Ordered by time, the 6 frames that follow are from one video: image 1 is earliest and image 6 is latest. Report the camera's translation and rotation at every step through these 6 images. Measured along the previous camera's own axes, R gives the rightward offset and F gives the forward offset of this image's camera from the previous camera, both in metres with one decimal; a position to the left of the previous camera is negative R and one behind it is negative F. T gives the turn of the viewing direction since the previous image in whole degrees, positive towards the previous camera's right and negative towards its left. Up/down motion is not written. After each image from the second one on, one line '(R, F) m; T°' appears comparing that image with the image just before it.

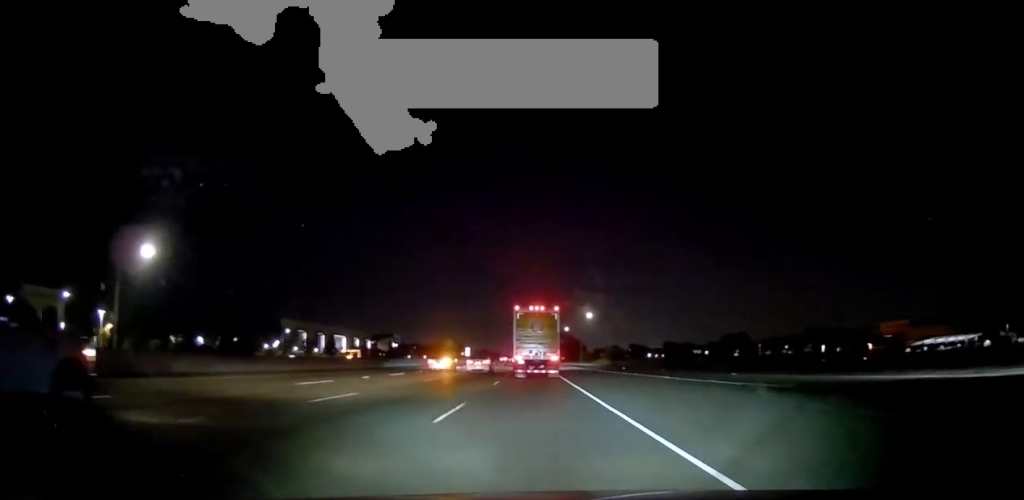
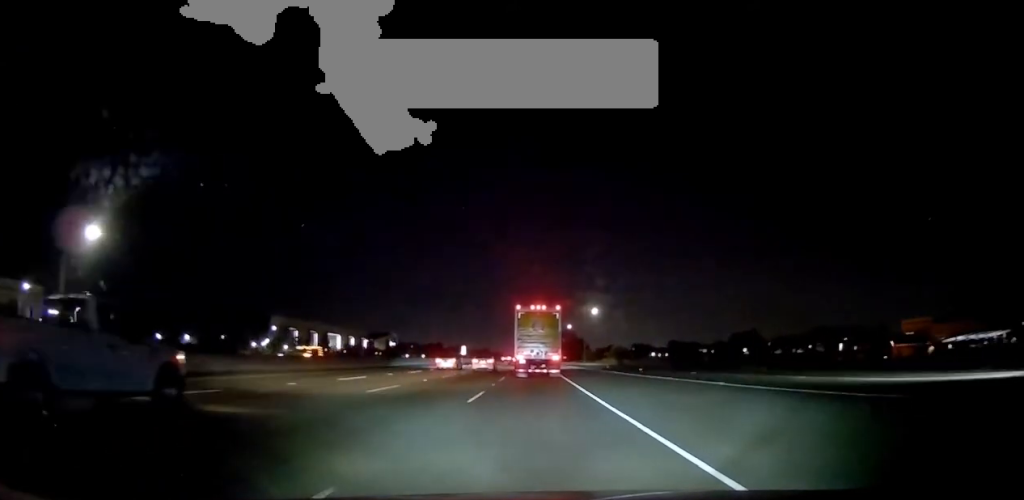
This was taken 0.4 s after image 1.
(-0.1, +9.8) m; 0°
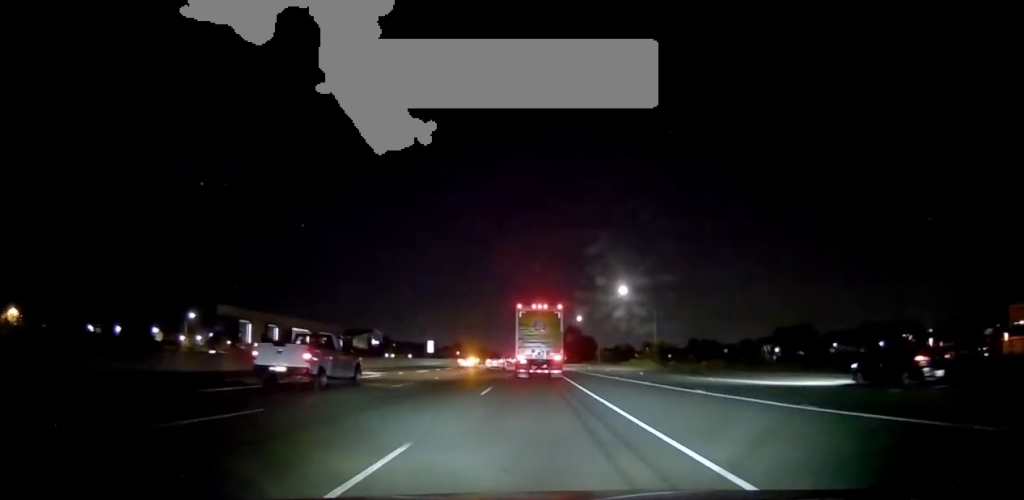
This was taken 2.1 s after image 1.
(-0.4, +40.6) m; 0°
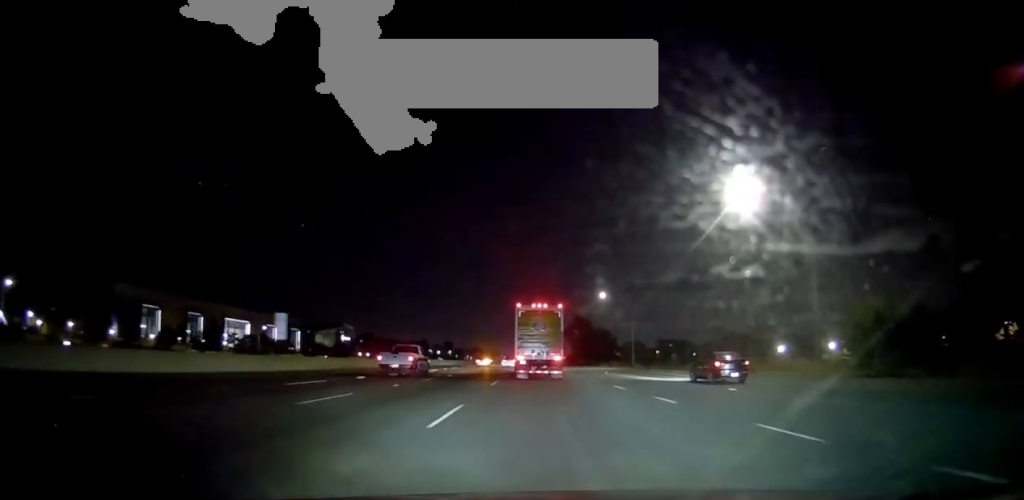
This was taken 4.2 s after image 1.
(-0.5, +53.1) m; +1°
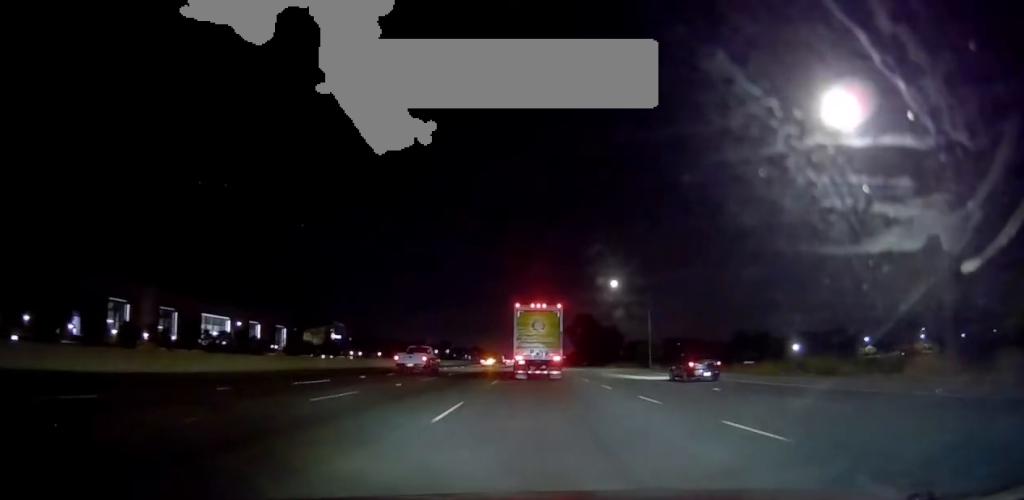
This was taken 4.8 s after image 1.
(+0.5, +13.8) m; 0°
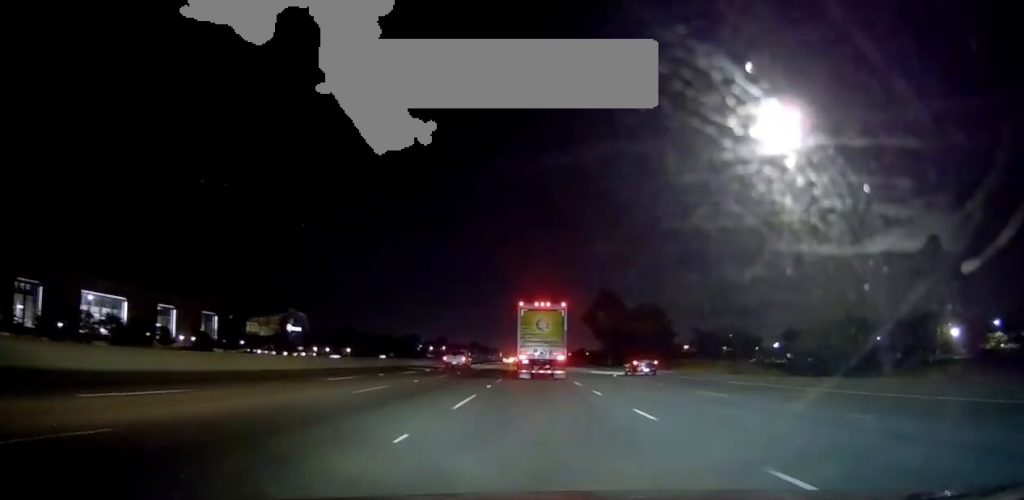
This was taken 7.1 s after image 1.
(-1.5, +55.5) m; -1°
